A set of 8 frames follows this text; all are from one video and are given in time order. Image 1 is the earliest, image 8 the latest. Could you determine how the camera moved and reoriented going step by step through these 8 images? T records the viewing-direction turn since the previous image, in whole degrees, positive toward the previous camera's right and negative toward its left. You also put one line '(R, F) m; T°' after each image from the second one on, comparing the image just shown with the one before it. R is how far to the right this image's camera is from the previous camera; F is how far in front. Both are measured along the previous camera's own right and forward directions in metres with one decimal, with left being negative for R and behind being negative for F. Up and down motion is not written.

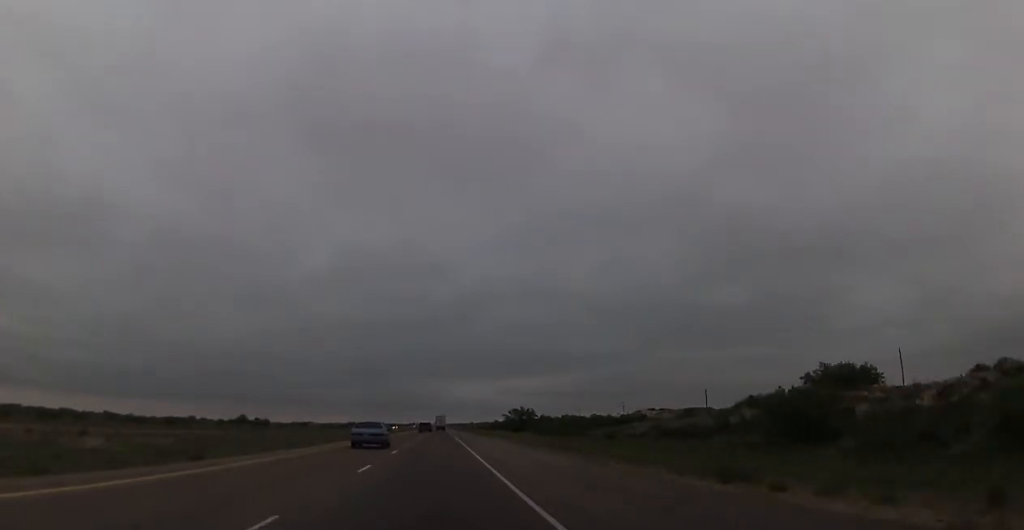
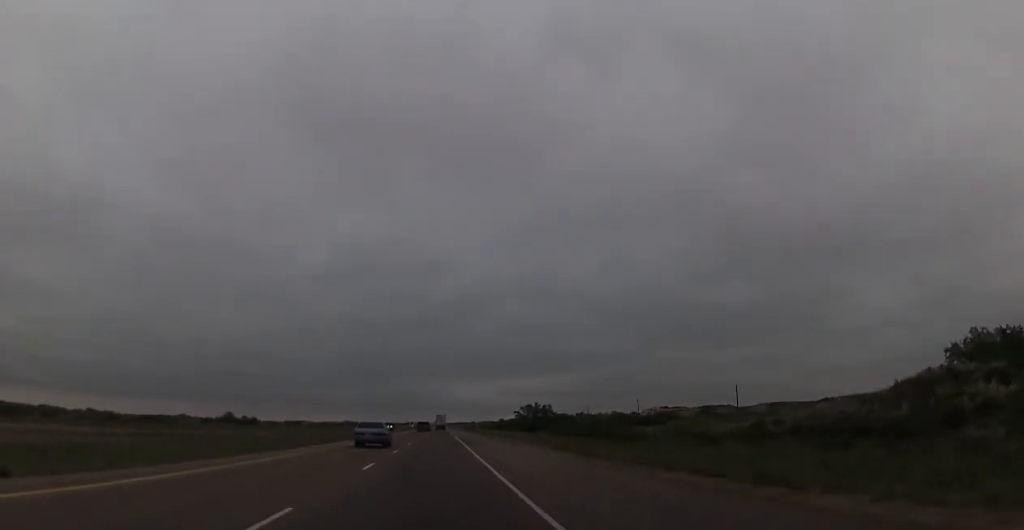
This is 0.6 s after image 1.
(+0.2, +23.3) m; 0°
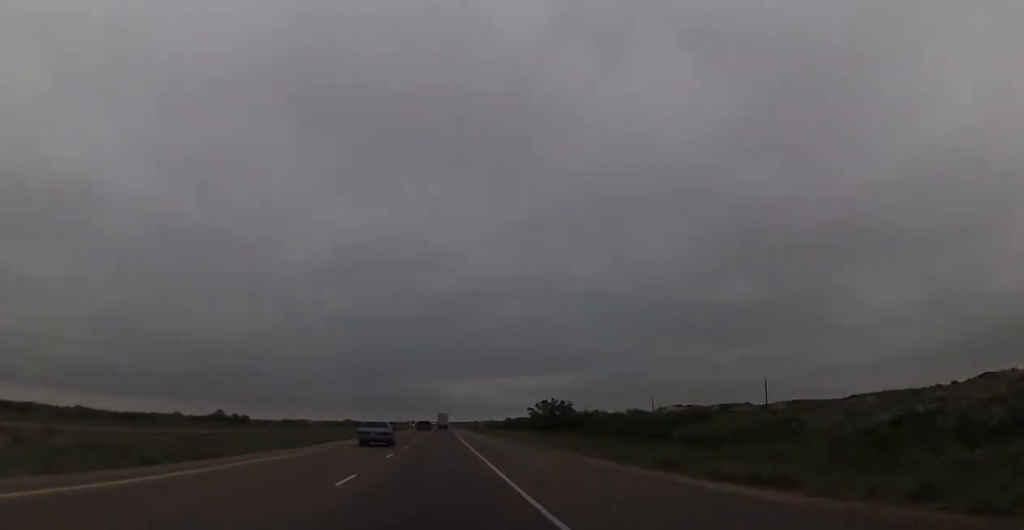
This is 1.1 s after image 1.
(+0.2, +17.1) m; 0°
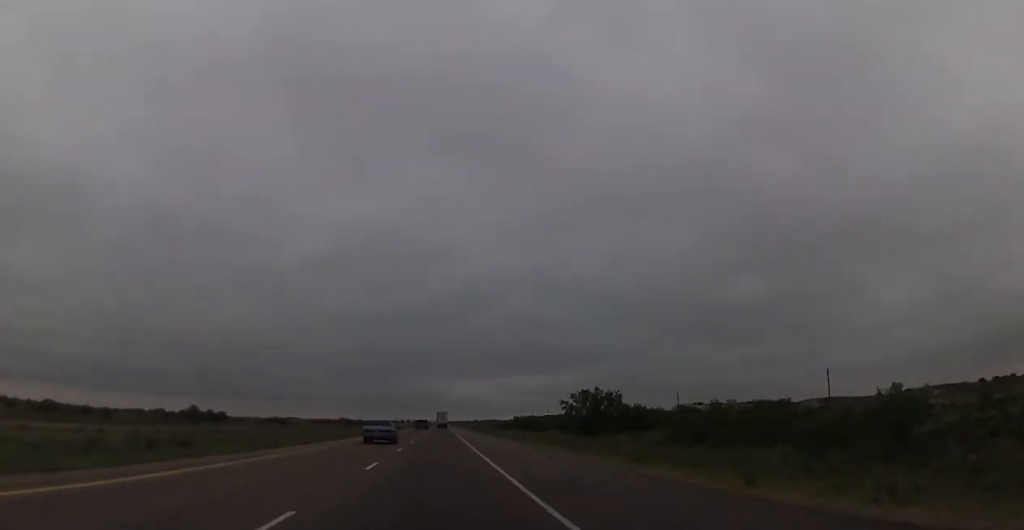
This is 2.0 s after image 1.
(-0.4, +31.9) m; -1°
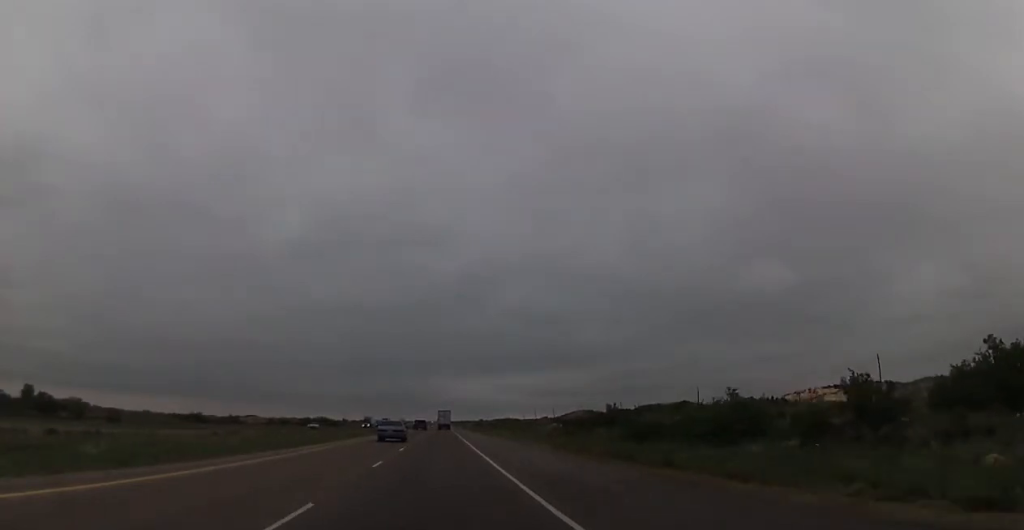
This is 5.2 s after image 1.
(-0.2, +120.4) m; +1°
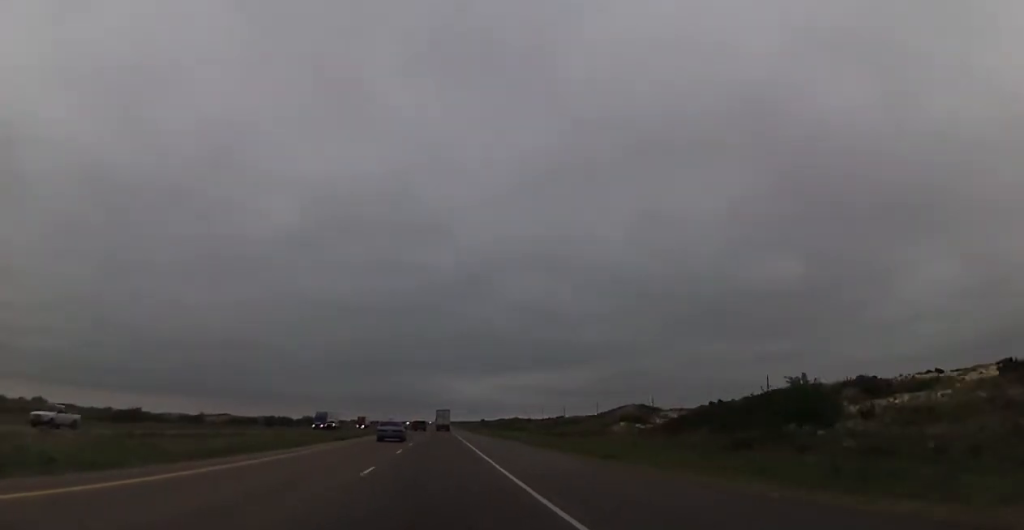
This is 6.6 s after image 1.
(+0.2, +51.5) m; 0°
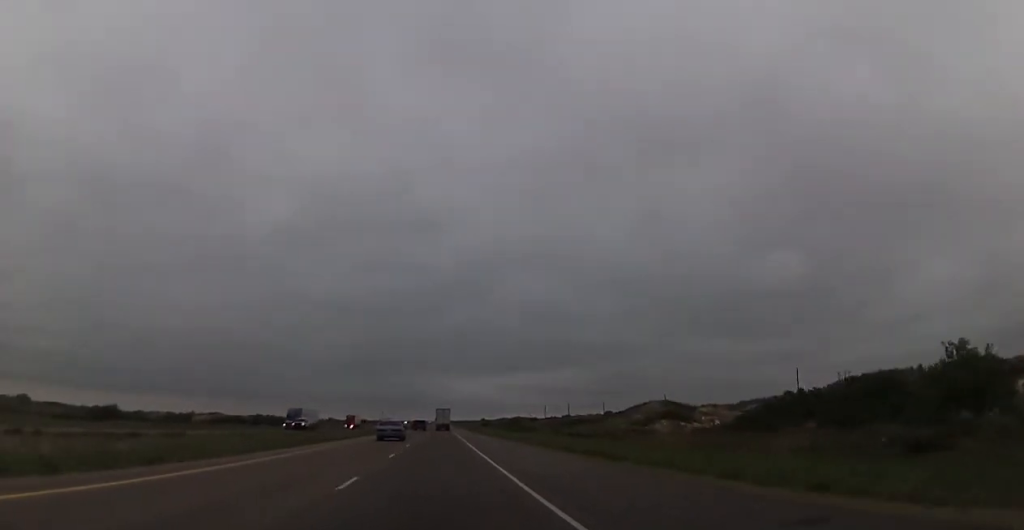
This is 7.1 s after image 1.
(-0.1, +15.9) m; 0°
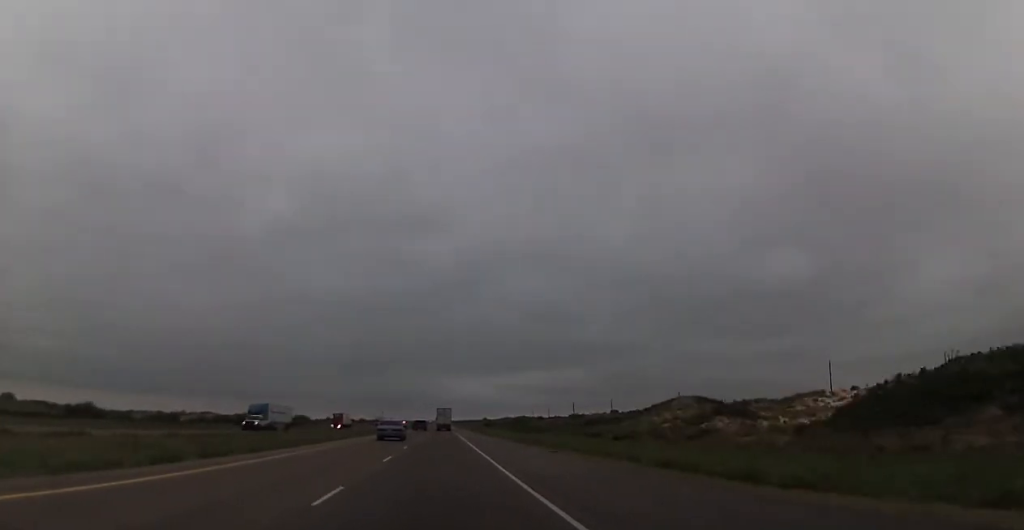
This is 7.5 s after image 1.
(0.0, +14.7) m; 0°
